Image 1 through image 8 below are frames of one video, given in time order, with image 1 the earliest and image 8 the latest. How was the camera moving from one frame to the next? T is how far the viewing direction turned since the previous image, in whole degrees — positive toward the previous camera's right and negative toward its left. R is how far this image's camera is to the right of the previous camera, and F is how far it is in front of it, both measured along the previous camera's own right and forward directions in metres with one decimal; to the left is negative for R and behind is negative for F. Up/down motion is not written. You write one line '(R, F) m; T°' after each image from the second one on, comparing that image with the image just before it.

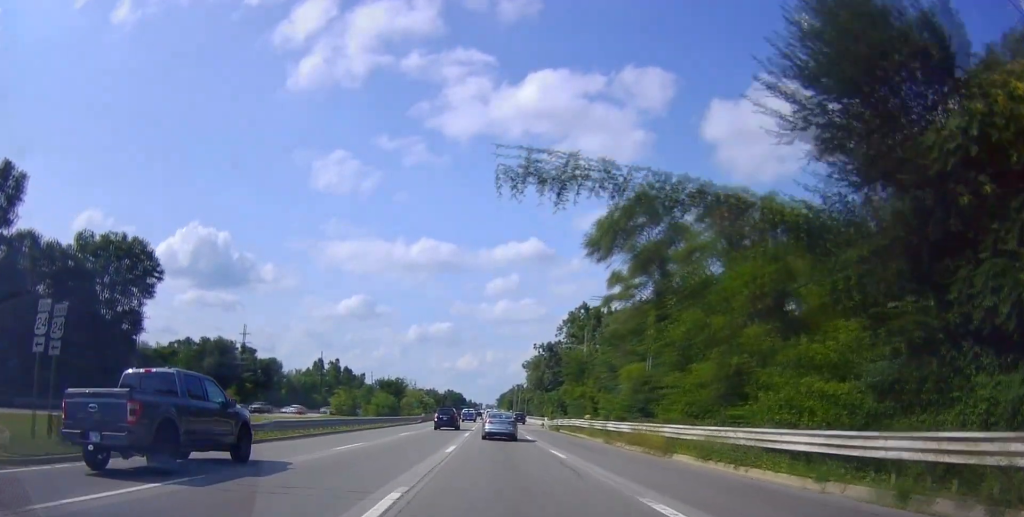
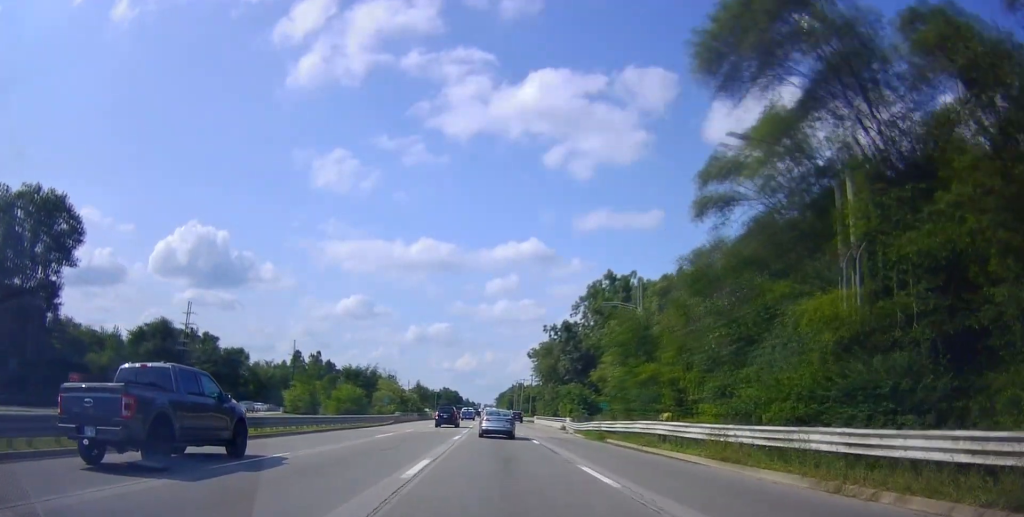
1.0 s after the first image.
(-0.2, +23.6) m; +1°
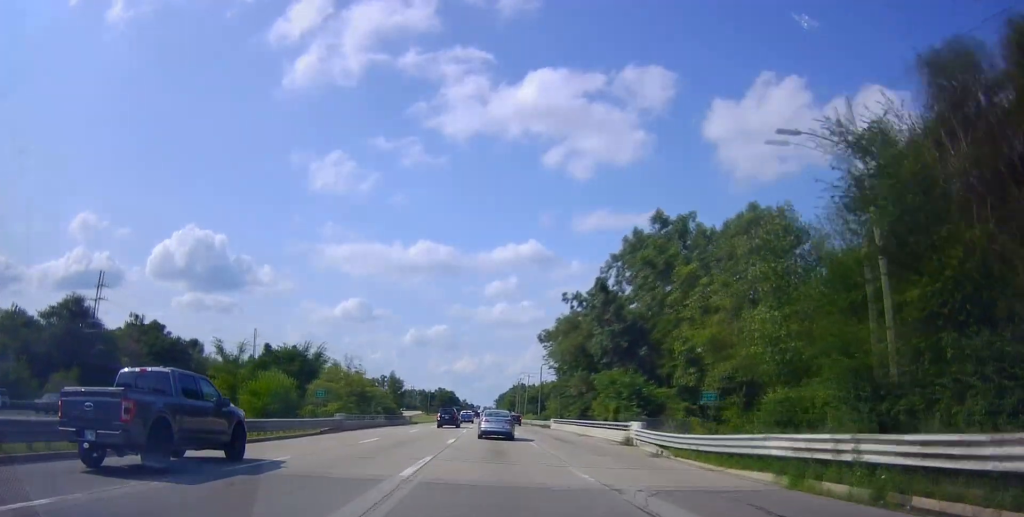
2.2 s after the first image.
(+0.5, +25.7) m; 0°
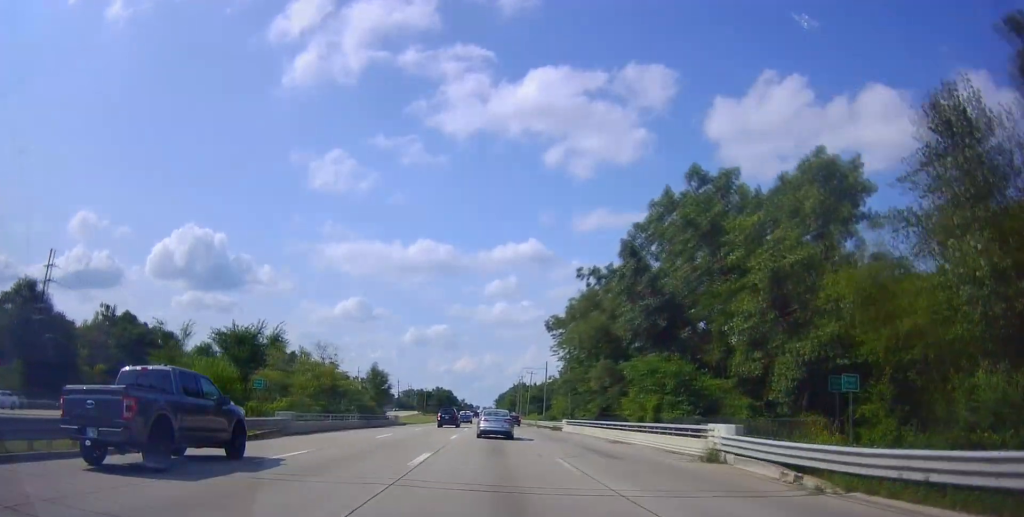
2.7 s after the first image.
(+0.1, +11.2) m; 0°
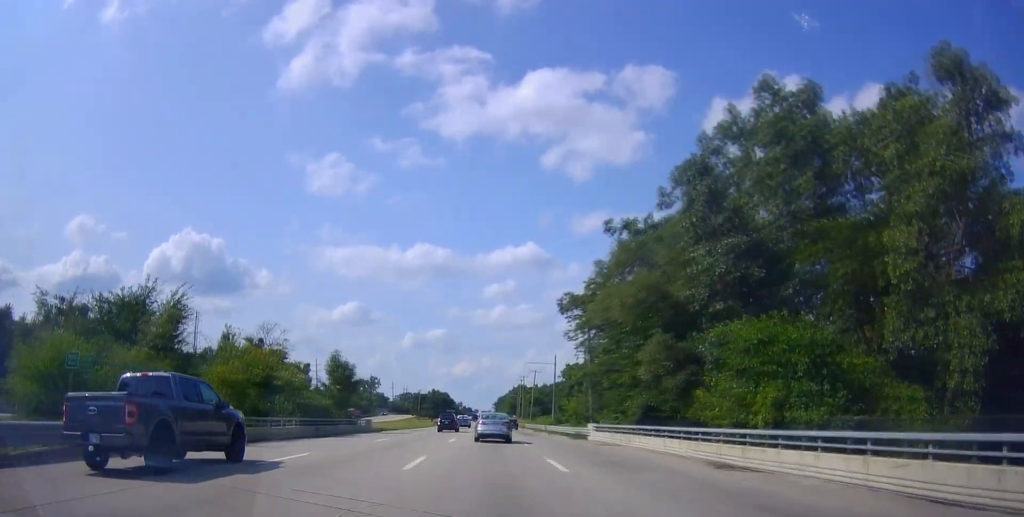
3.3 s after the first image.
(-0.5, +15.0) m; 0°
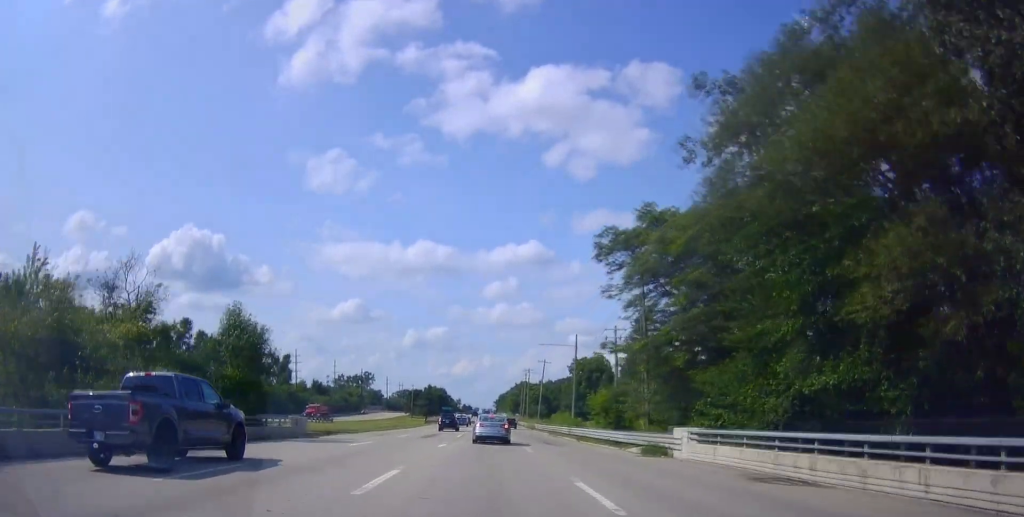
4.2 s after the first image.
(+0.4, +19.5) m; +1°
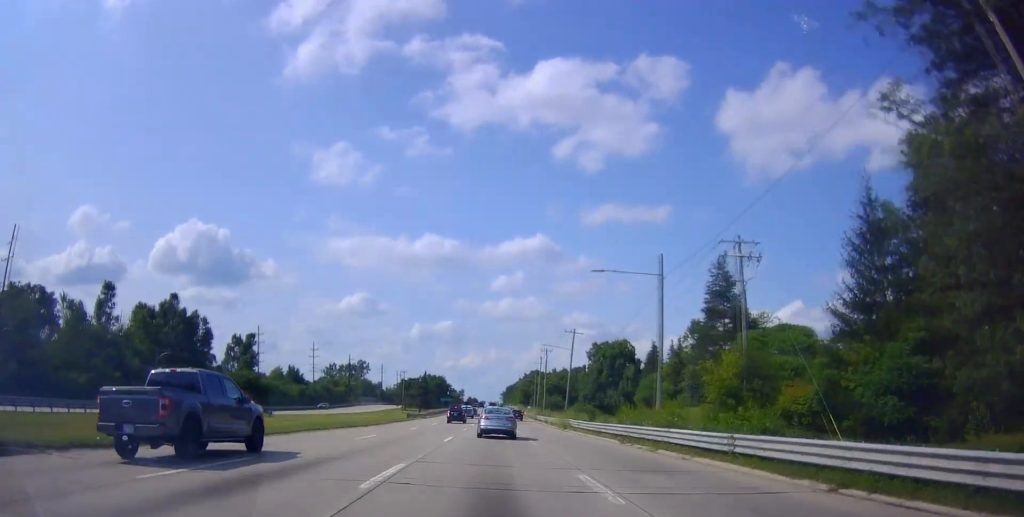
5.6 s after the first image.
(-0.1, +30.2) m; -2°
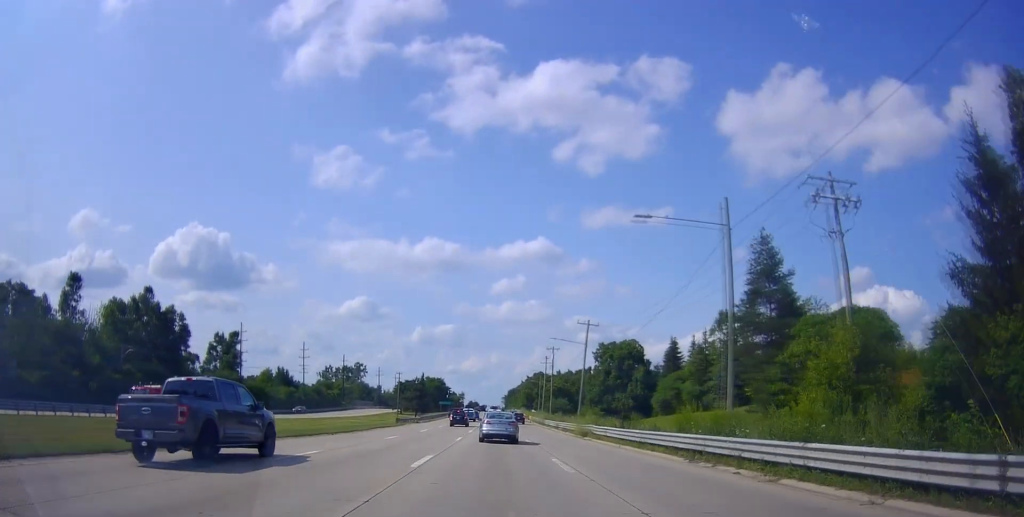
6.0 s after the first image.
(-0.2, +10.0) m; -1°
